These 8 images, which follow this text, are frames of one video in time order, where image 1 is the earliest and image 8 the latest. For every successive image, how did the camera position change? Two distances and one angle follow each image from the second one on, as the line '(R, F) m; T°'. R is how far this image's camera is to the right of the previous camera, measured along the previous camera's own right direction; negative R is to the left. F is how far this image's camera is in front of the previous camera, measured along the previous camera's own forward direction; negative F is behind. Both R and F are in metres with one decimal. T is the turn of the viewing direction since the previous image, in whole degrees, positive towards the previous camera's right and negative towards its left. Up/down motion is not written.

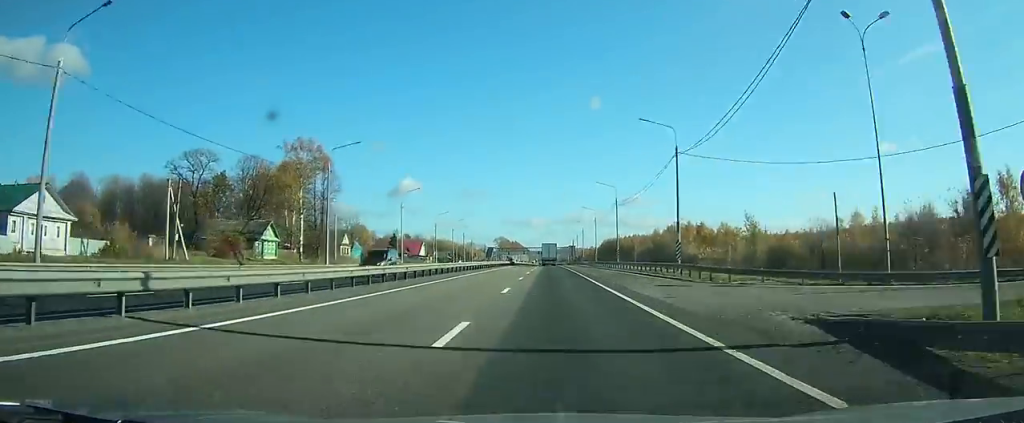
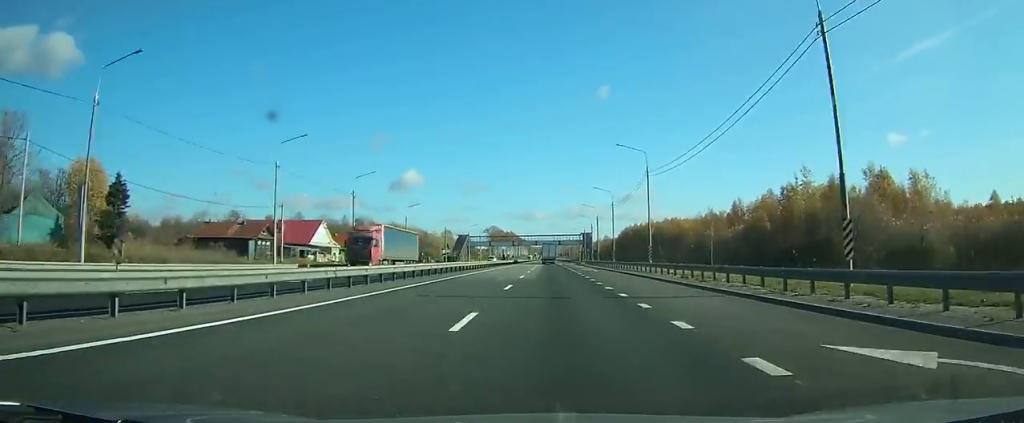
(-0.6, +94.9) m; 0°
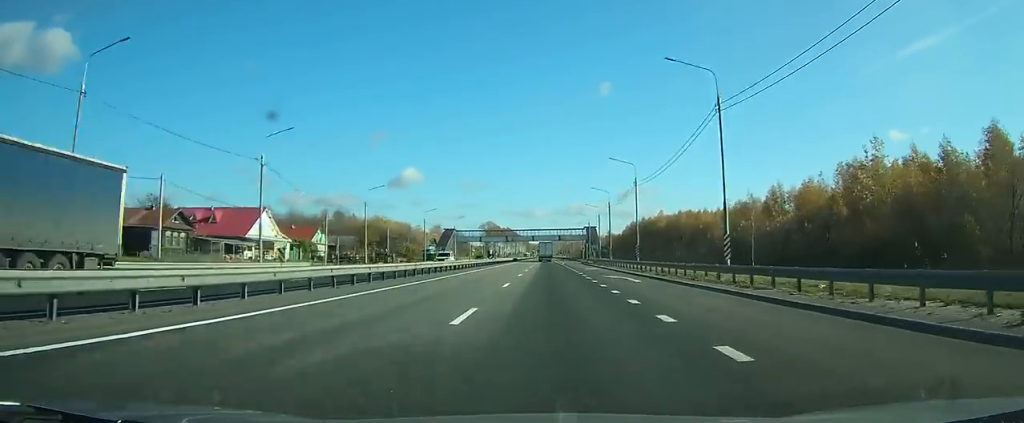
(0.0, +22.4) m; 0°
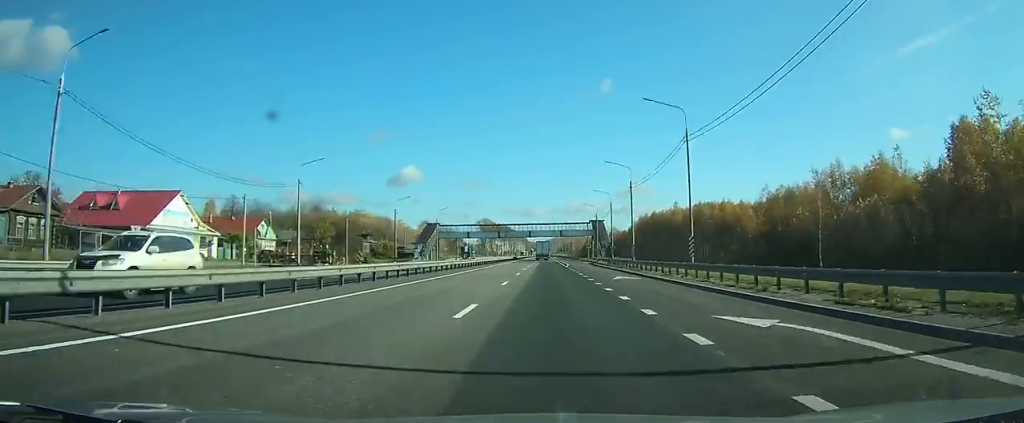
(0.0, +21.9) m; 0°
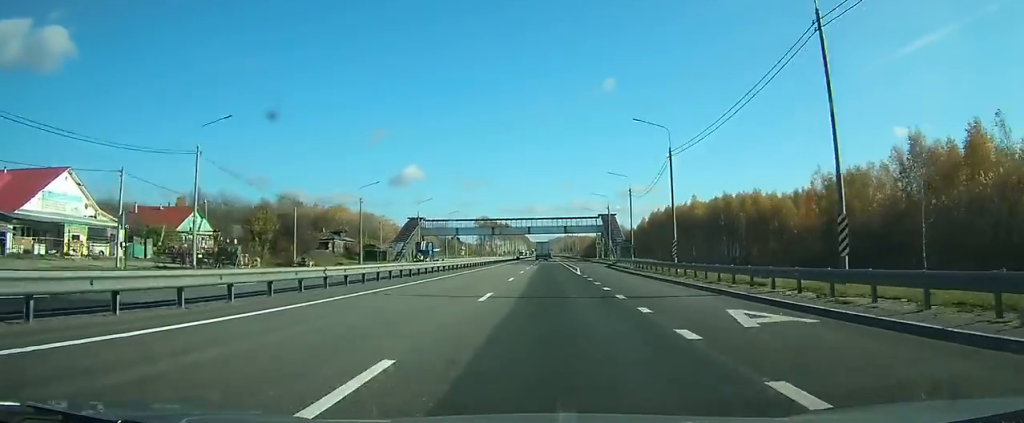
(0.0, +18.8) m; 0°
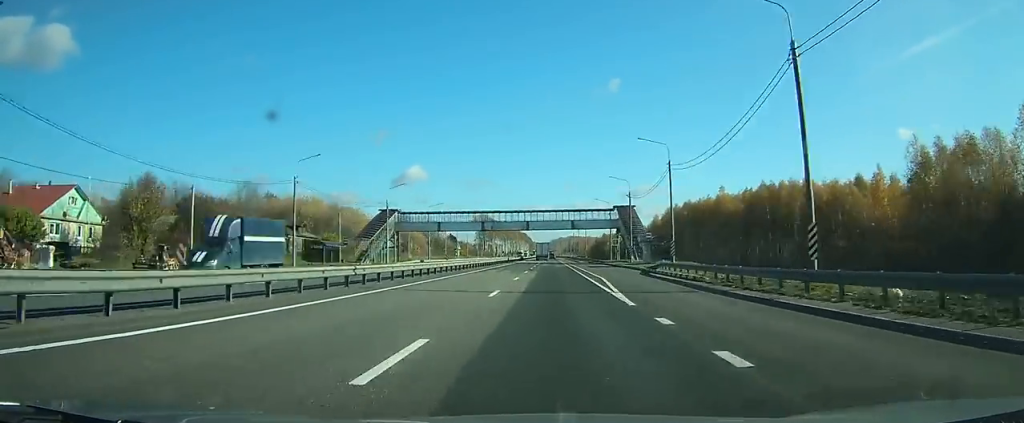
(0.0, +21.6) m; 0°
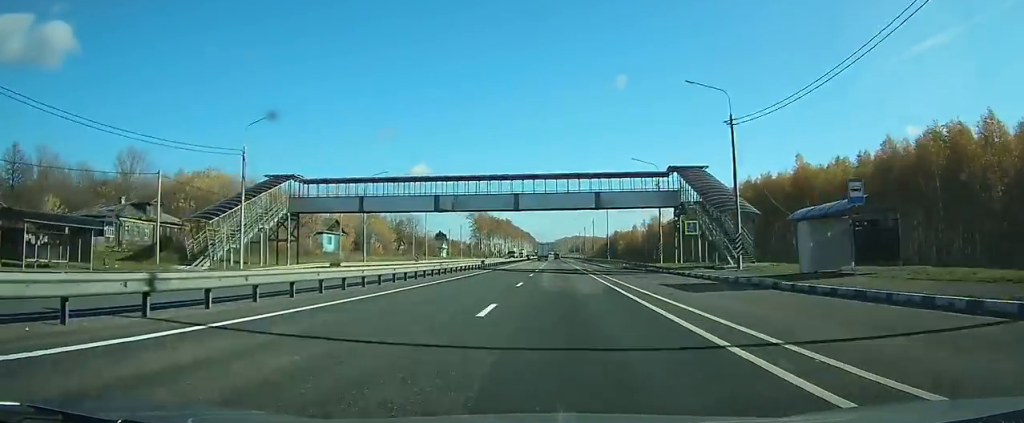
(0.0, +42.4) m; 0°
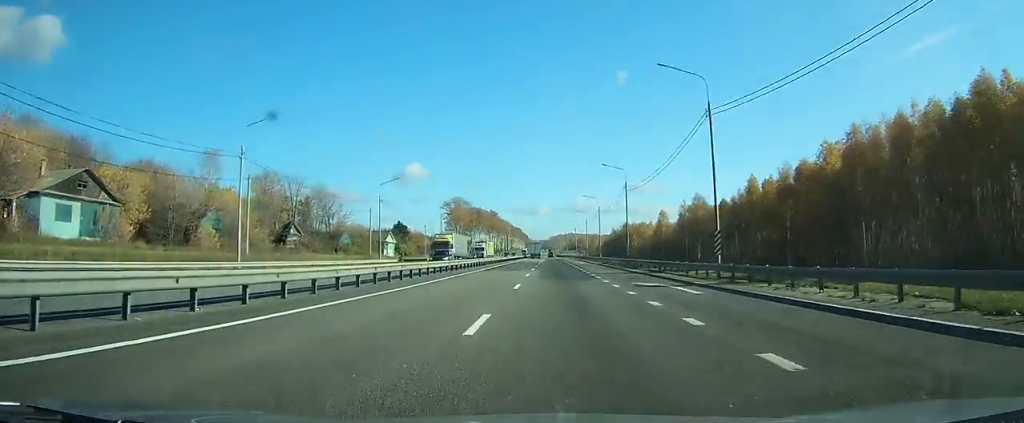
(+0.2, +65.0) m; 0°
